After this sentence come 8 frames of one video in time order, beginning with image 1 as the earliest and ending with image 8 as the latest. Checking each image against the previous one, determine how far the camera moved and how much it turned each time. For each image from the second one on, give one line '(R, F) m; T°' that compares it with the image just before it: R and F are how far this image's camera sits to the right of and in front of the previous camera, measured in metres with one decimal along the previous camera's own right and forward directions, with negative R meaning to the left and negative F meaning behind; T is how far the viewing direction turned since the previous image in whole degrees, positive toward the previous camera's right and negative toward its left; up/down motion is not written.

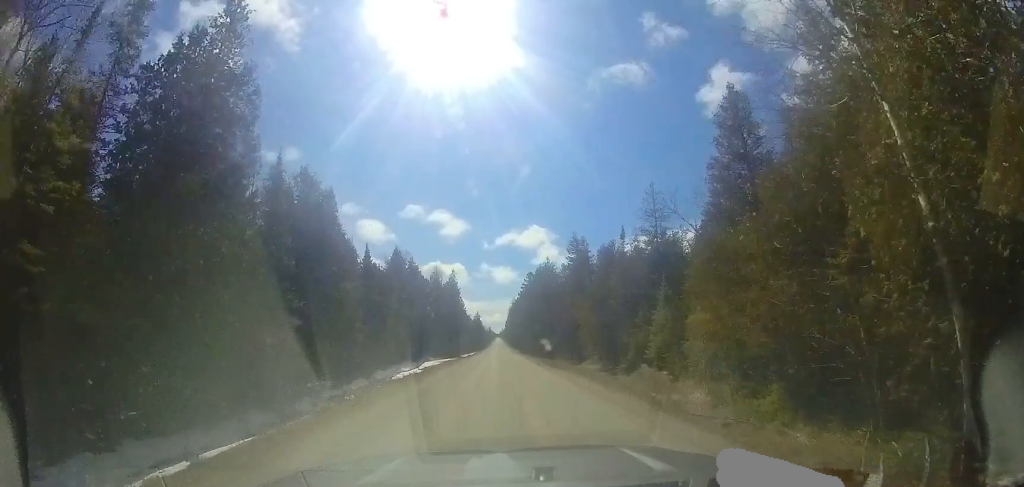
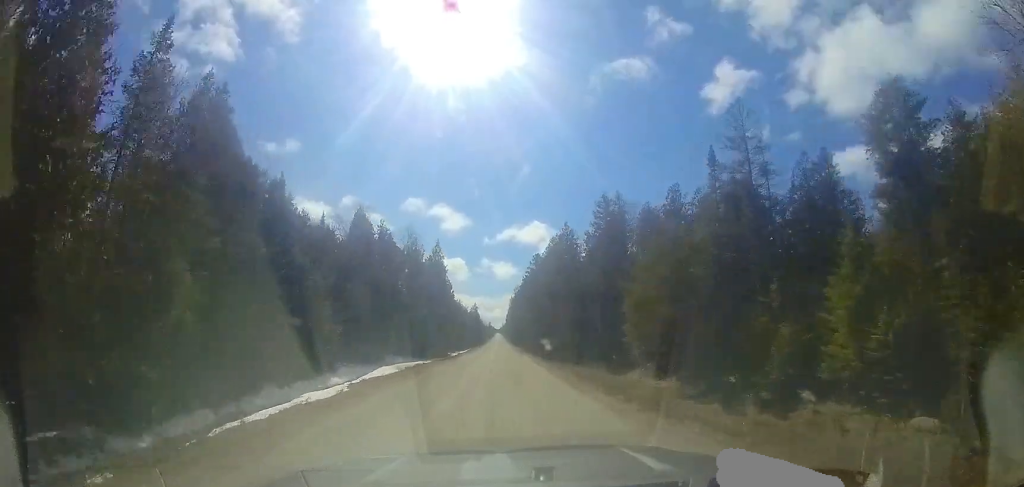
(-0.1, +14.3) m; 0°
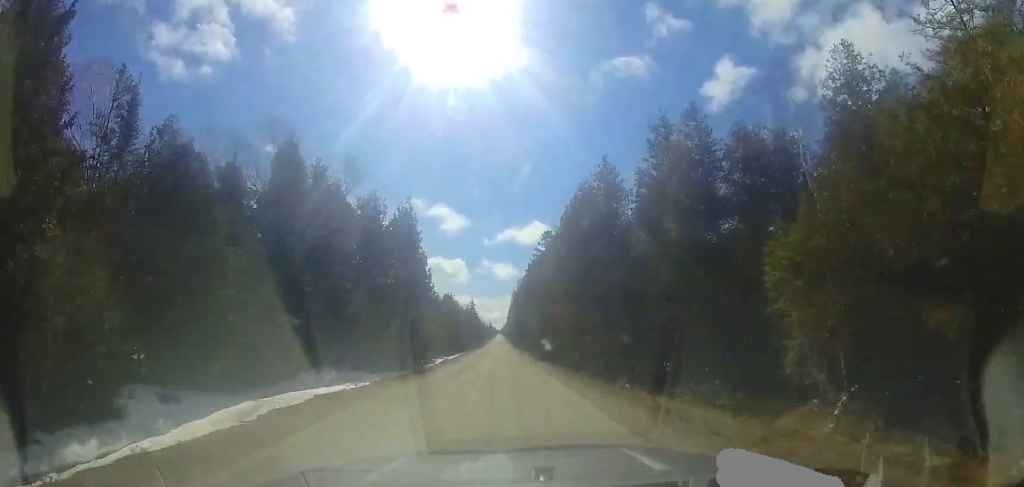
(0.0, +14.5) m; 0°
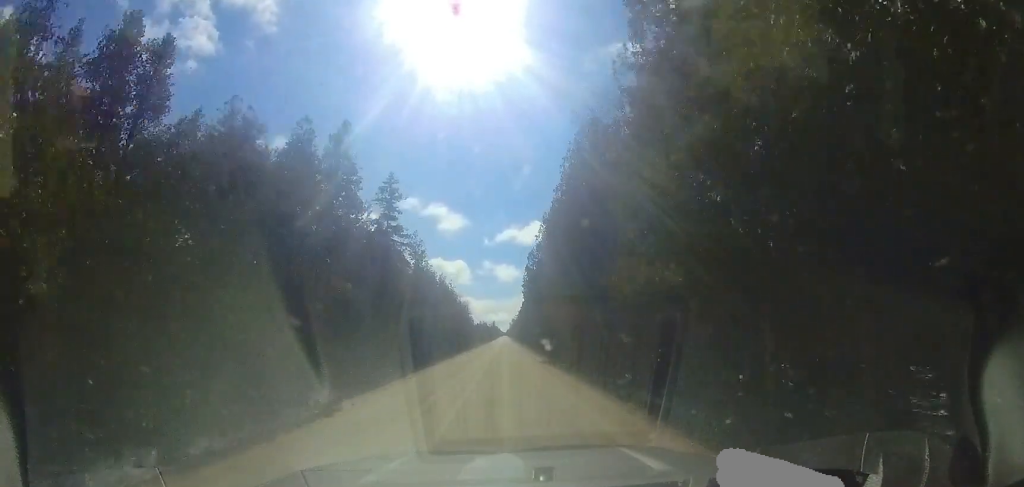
(+0.7, +76.3) m; 0°
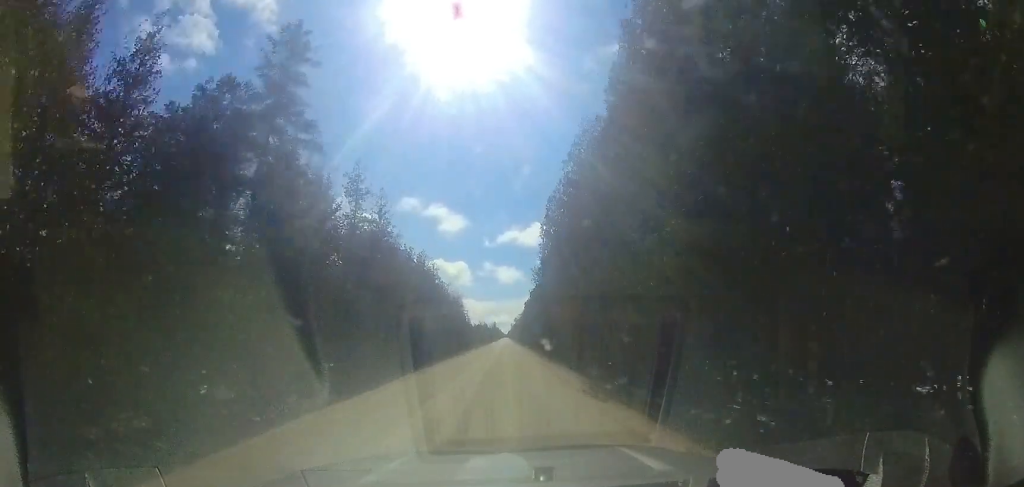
(-0.1, +13.7) m; 0°
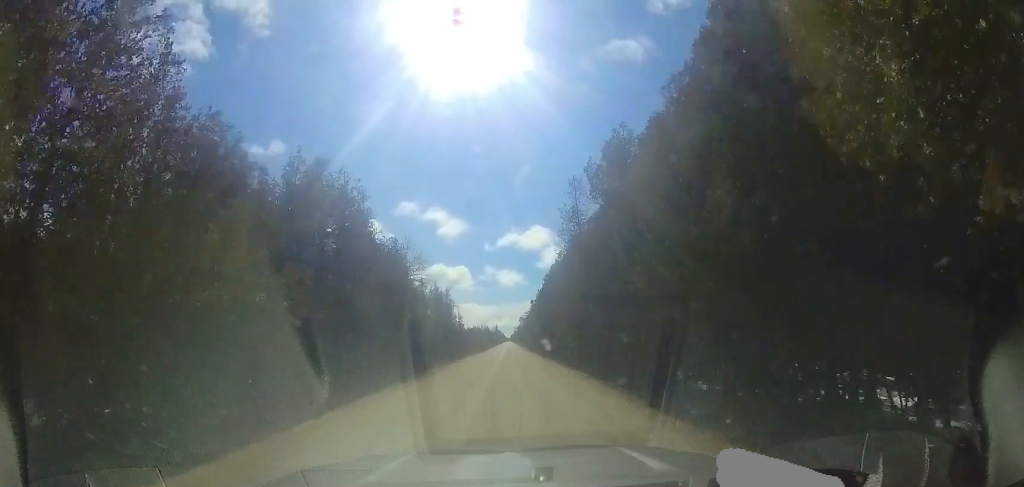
(-0.2, +19.9) m; 0°
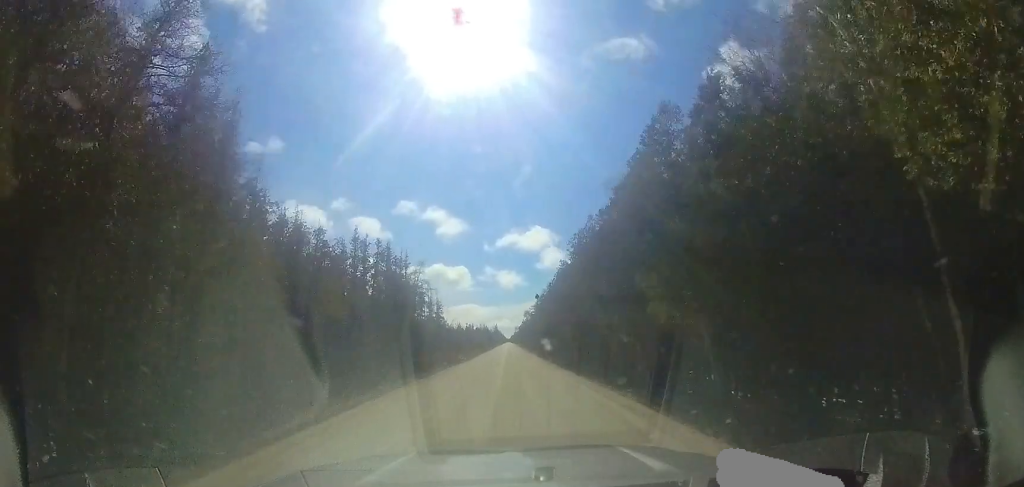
(+0.2, +19.9) m; 0°
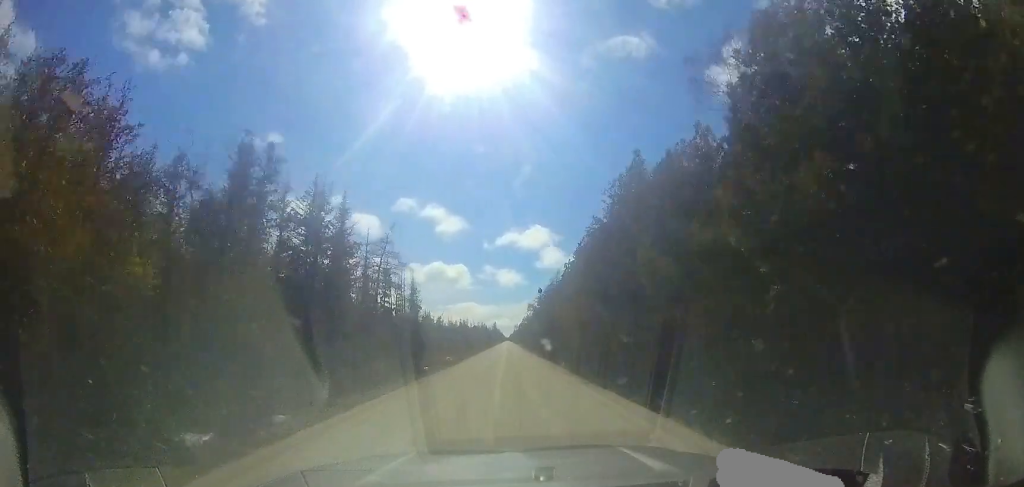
(0.0, +11.3) m; 0°
